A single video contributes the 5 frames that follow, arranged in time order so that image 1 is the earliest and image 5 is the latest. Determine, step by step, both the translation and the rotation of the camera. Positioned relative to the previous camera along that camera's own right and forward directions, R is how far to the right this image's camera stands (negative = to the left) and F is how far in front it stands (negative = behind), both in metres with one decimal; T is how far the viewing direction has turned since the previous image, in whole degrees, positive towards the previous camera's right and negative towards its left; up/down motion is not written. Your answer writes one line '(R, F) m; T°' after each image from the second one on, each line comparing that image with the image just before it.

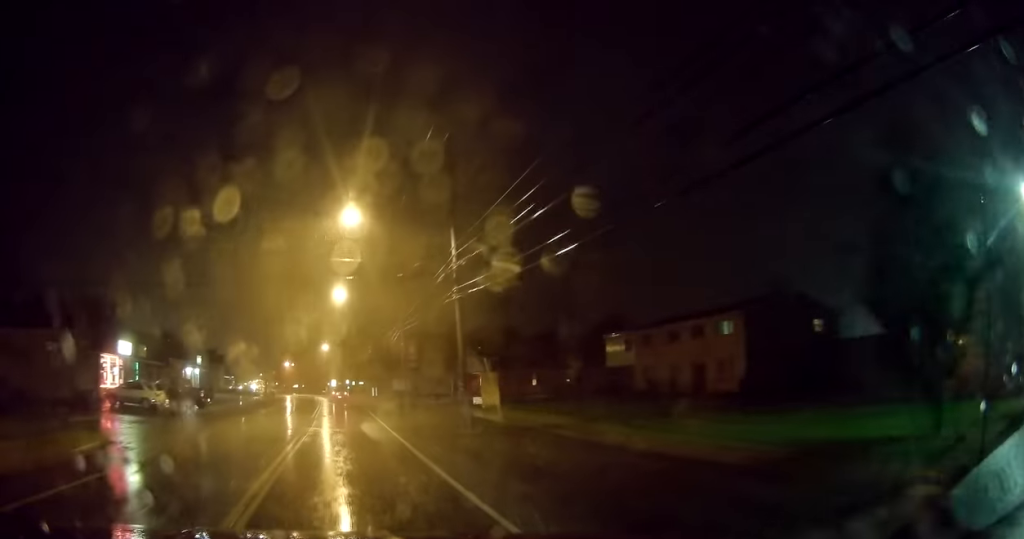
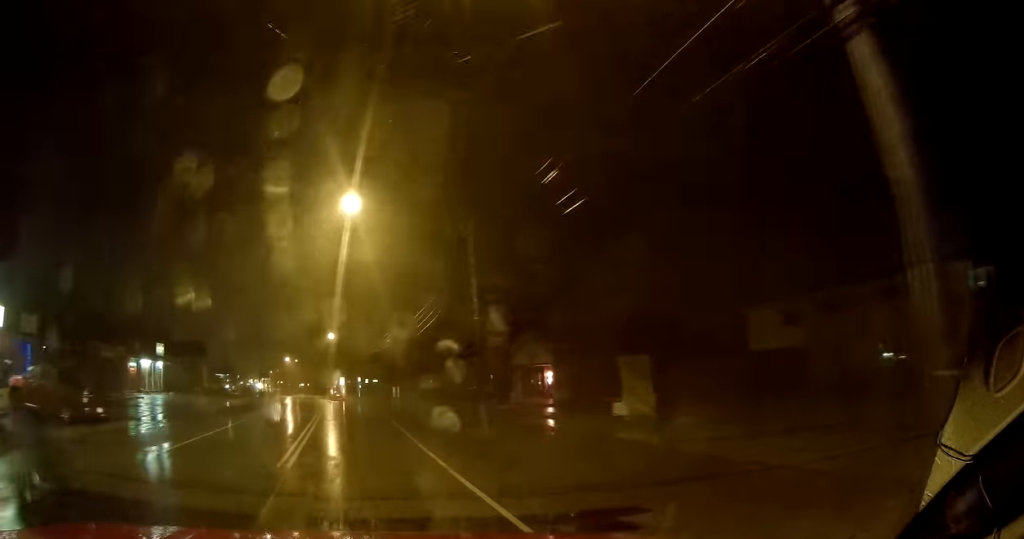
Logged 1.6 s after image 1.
(-0.3, +20.7) m; -1°
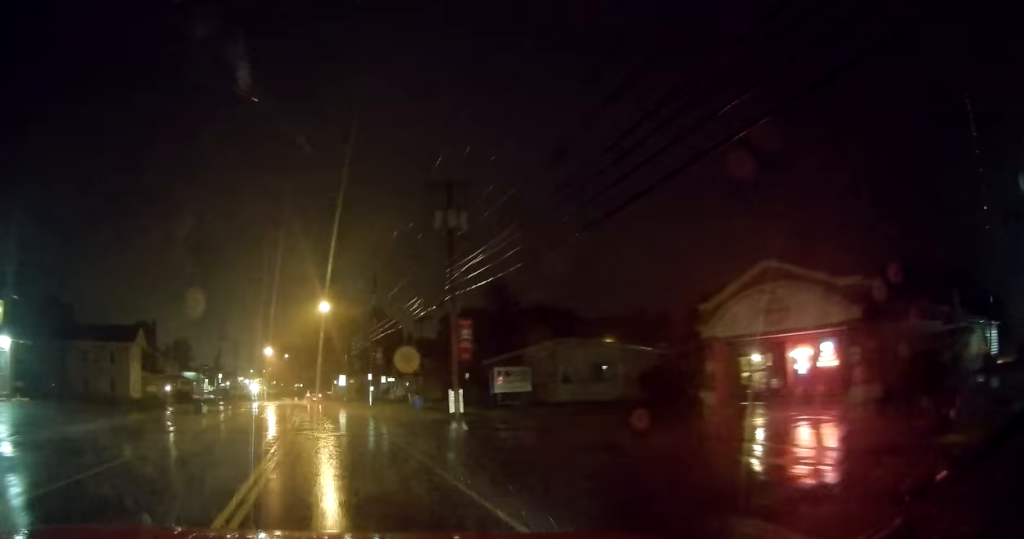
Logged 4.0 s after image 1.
(0.0, +31.0) m; -1°
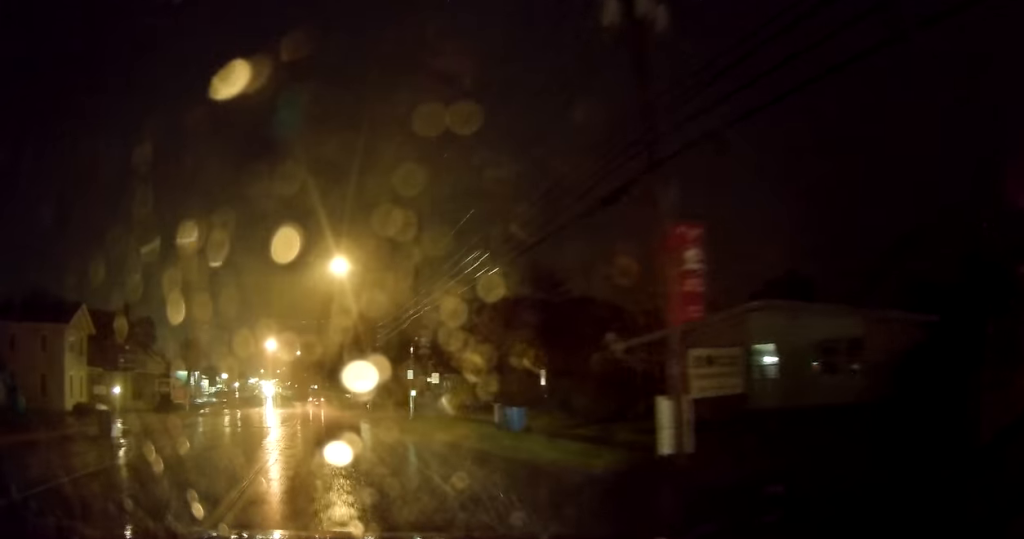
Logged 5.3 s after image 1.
(-0.2, +17.9) m; -1°
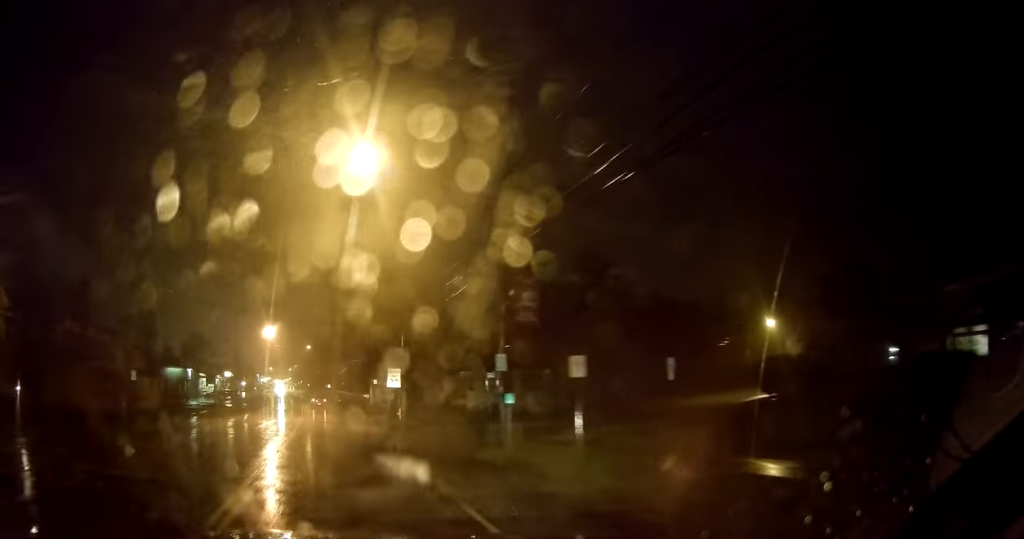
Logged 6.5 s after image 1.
(-0.2, +15.8) m; -3°
